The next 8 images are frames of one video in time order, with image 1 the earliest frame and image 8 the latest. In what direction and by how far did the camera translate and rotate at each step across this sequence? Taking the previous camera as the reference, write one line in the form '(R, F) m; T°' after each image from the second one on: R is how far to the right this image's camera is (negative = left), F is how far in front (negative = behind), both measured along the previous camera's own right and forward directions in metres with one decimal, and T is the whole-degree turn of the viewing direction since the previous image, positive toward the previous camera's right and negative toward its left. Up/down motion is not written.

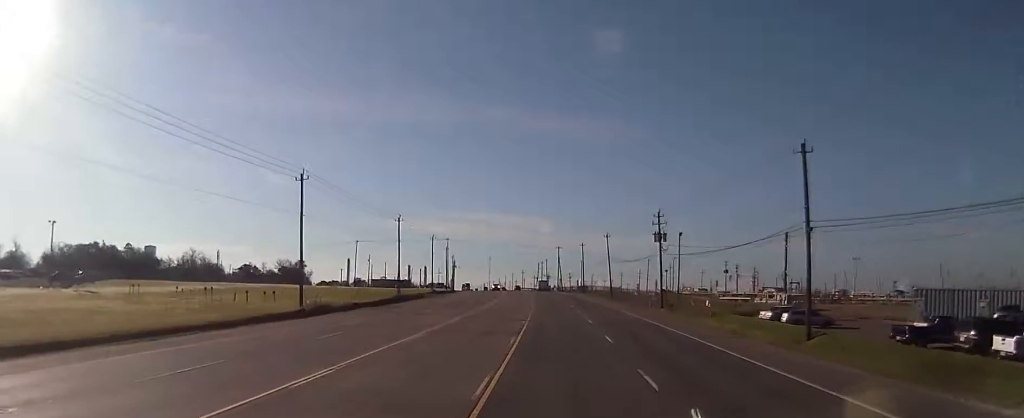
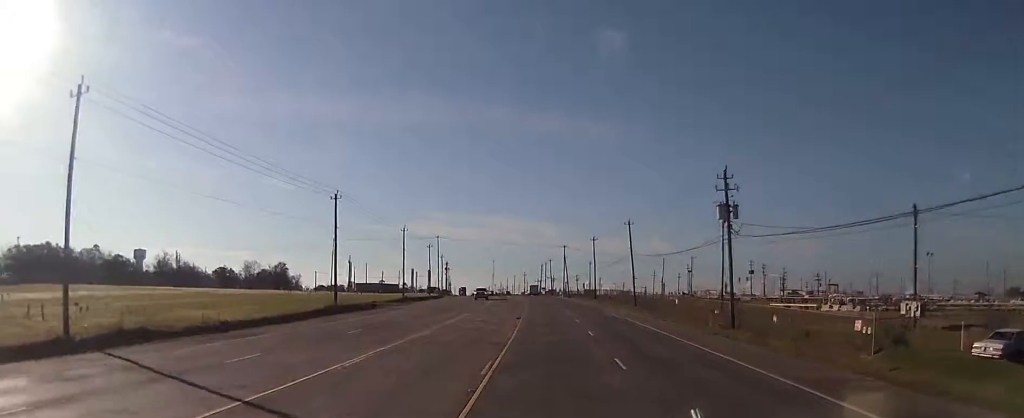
(-0.1, +32.9) m; 0°
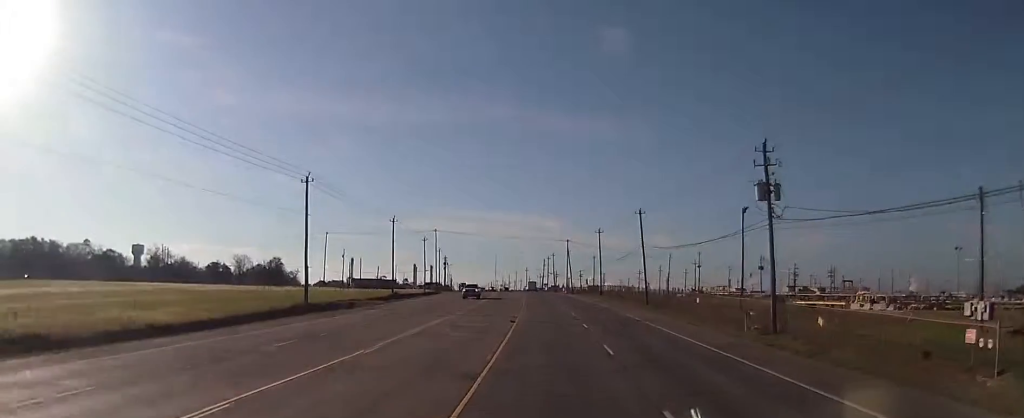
(0.0, +9.9) m; 0°
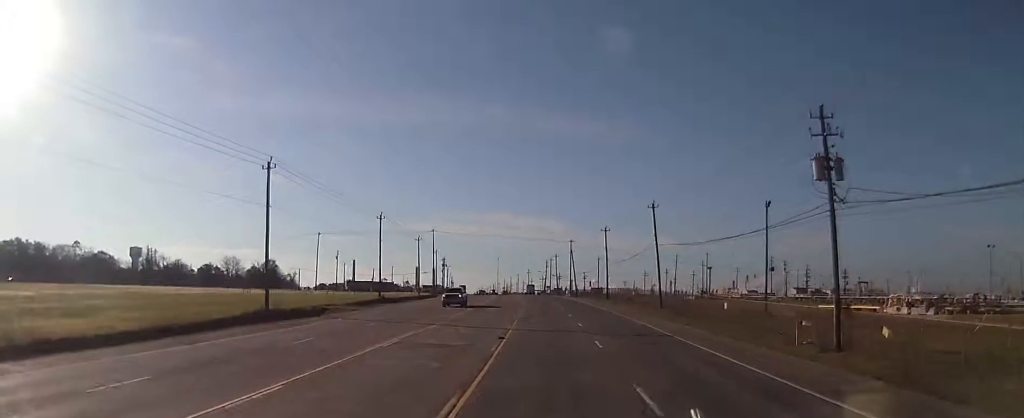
(0.0, +9.9) m; 0°
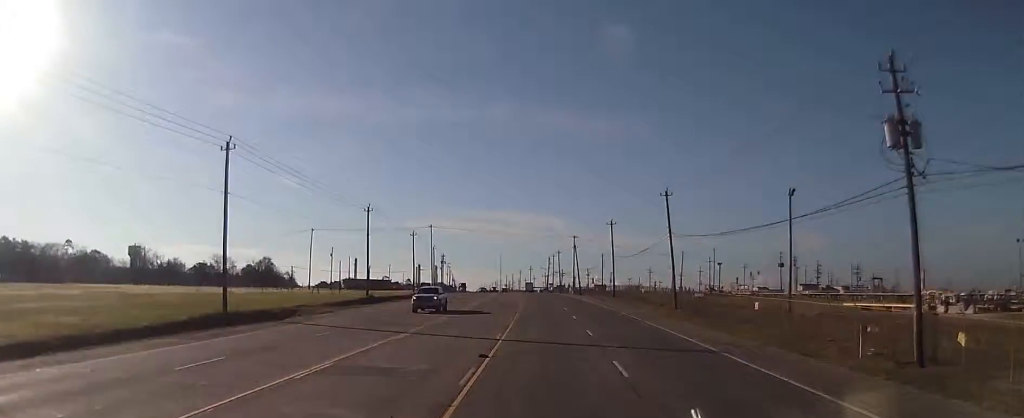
(0.0, +8.1) m; 0°
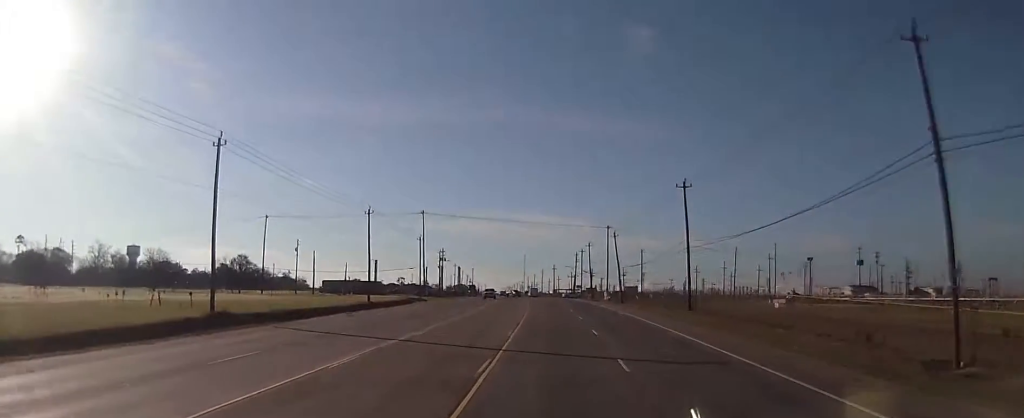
(-1.3, +48.1) m; -3°
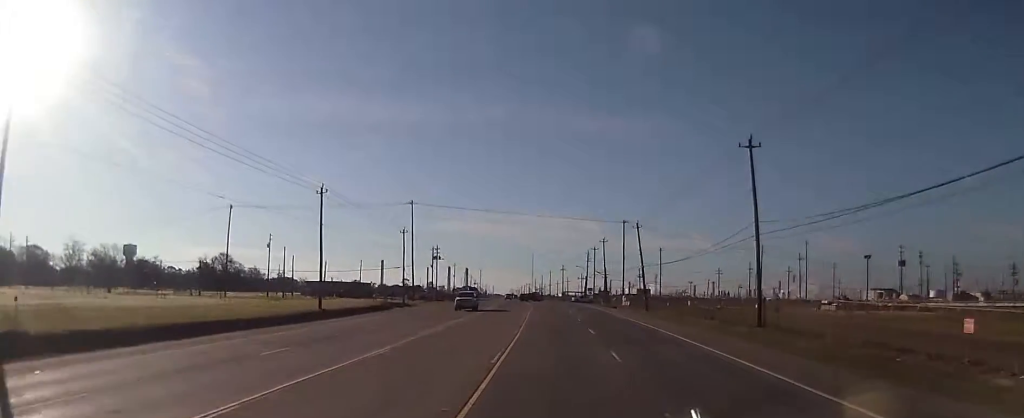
(0.0, +21.6) m; 0°
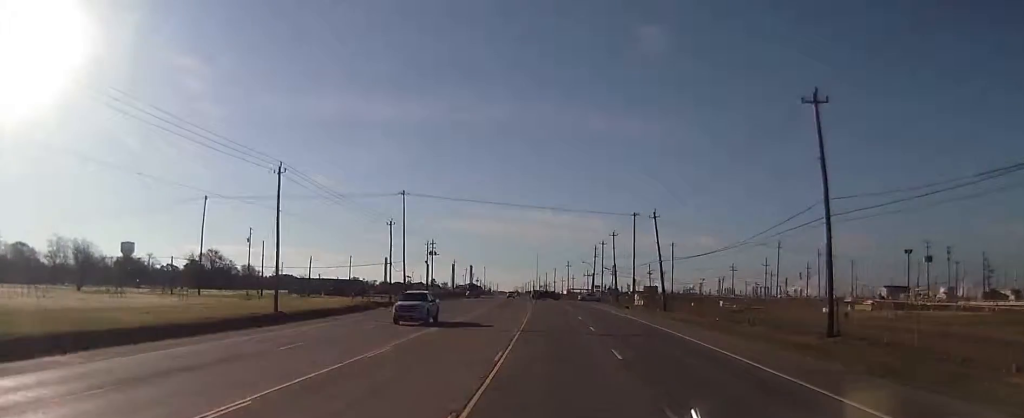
(0.0, +12.2) m; 0°
